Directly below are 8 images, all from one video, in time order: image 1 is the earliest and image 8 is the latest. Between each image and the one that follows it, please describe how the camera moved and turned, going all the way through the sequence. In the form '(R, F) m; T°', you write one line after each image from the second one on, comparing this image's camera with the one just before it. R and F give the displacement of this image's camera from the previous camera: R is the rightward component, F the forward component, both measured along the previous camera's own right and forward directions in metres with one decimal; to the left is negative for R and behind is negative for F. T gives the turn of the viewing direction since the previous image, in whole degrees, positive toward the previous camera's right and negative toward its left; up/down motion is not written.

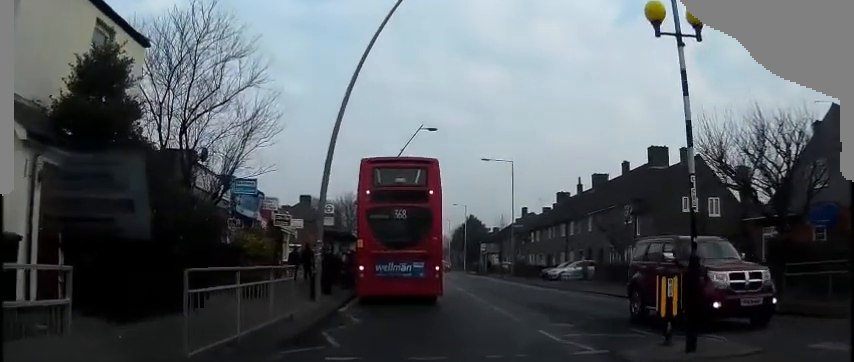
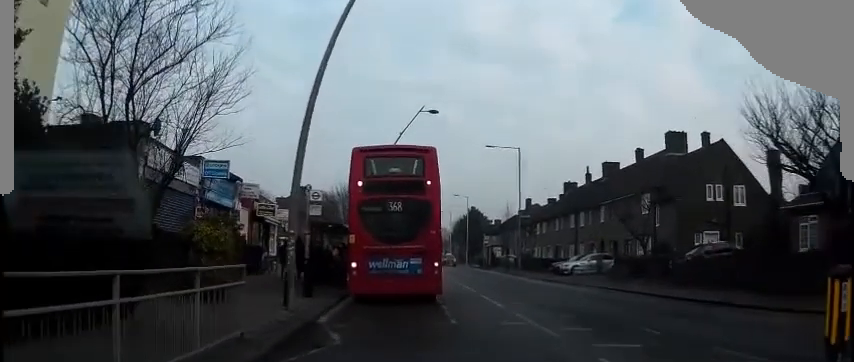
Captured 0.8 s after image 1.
(0.0, +3.6) m; +2°
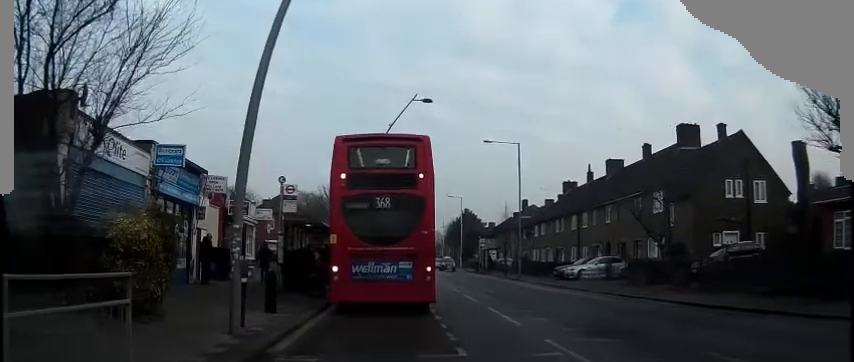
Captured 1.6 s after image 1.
(+0.1, +3.5) m; +4°
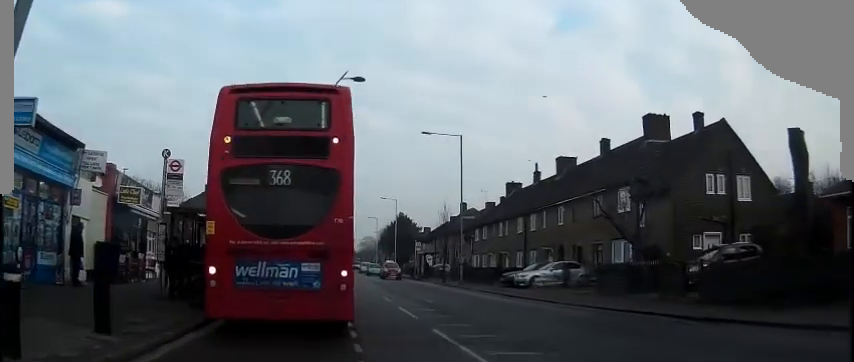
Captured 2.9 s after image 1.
(+0.3, +4.6) m; +4°
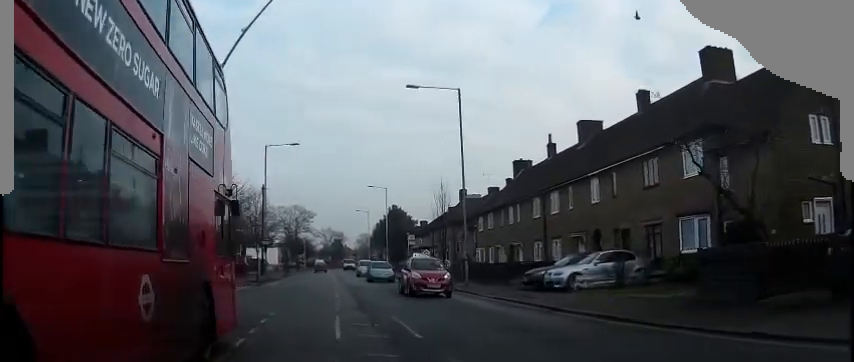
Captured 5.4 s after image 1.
(-0.3, +9.2) m; -8°
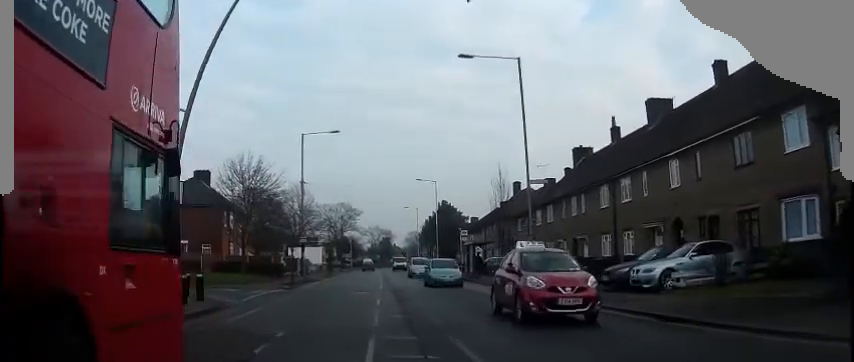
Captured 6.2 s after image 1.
(-0.2, +3.7) m; -7°
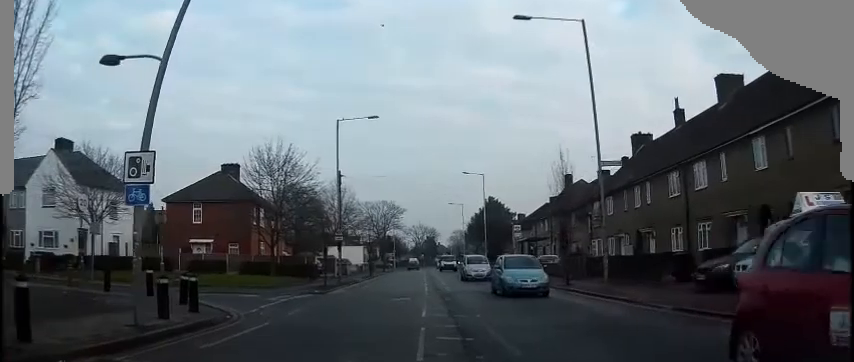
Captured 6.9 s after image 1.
(-0.2, +3.6) m; -4°
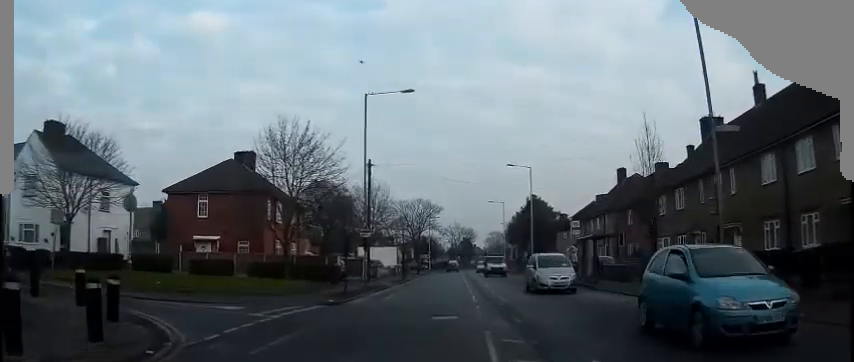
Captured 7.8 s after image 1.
(-0.3, +5.9) m; 0°
